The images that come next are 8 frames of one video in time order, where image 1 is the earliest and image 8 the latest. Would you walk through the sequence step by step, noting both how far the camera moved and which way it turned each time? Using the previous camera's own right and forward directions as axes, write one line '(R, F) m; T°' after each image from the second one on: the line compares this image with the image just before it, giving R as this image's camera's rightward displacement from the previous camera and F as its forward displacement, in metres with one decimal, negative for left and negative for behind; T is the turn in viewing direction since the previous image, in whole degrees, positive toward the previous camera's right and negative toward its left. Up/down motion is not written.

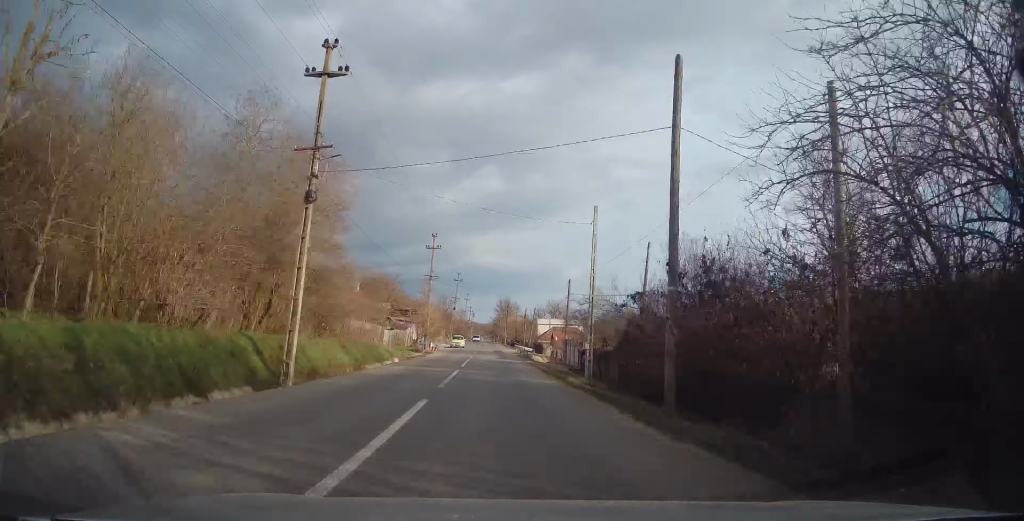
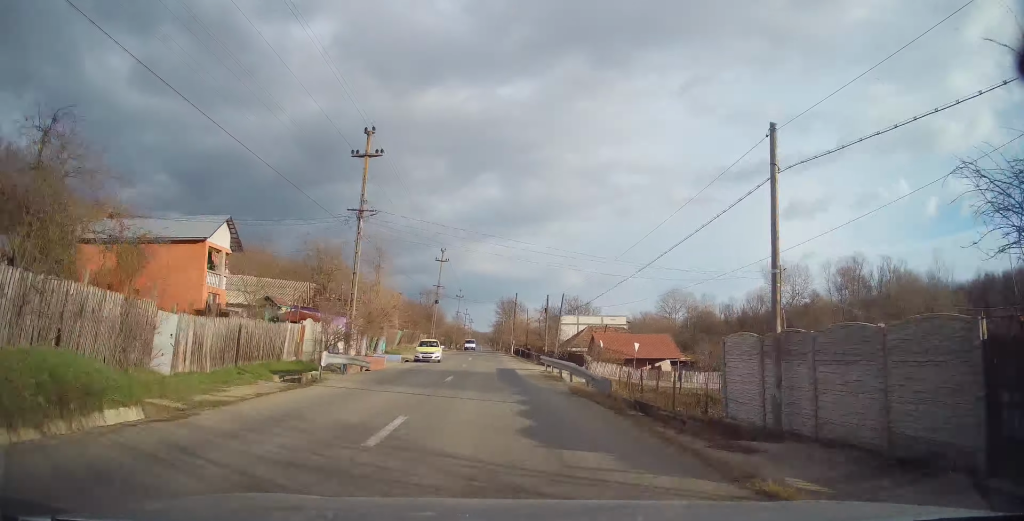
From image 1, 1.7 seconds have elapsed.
(-0.5, +30.2) m; -1°
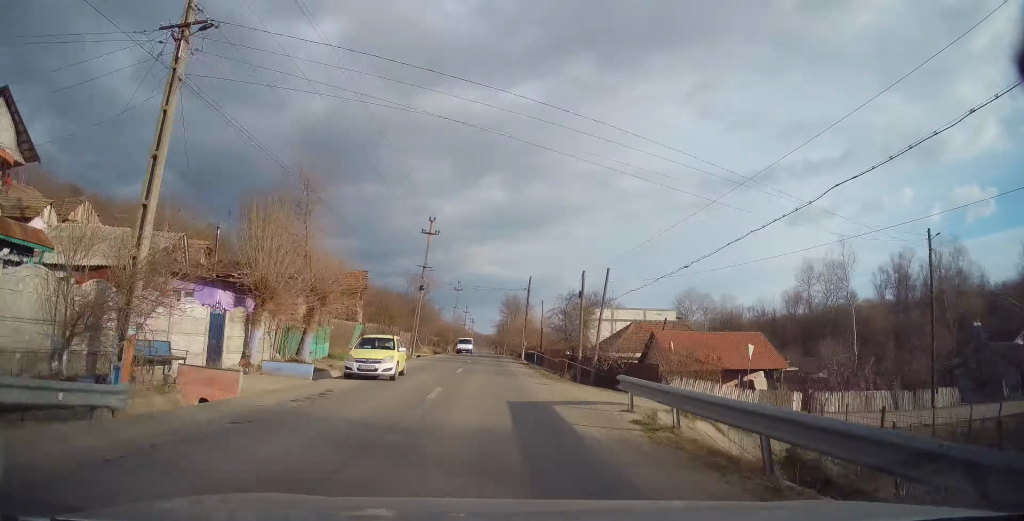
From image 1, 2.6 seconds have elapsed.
(+0.1, +17.4) m; 0°
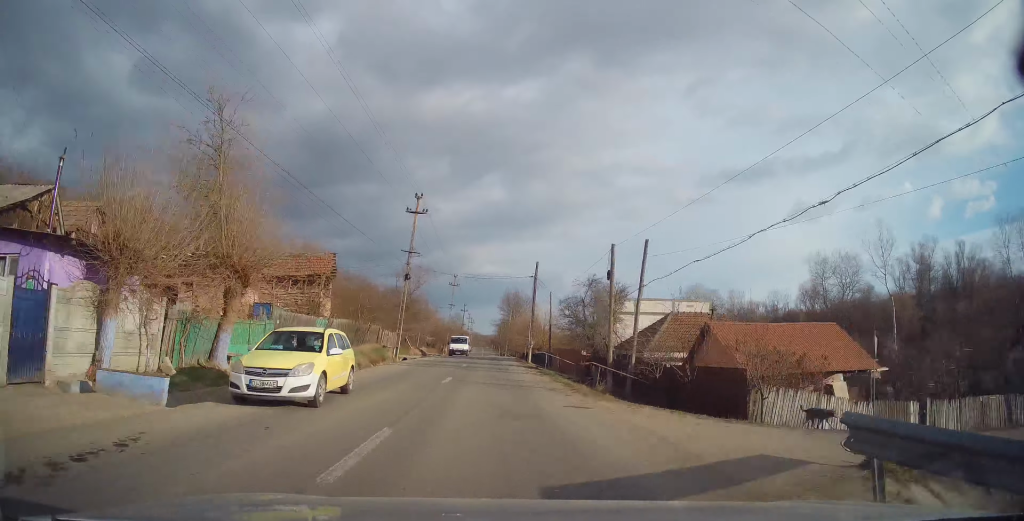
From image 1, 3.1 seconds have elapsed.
(-0.2, +7.6) m; 0°
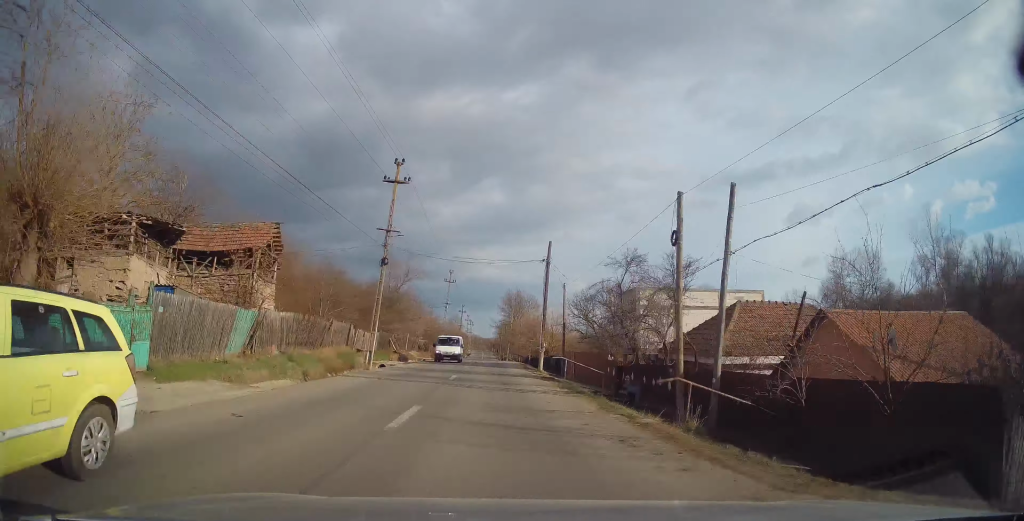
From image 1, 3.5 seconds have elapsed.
(+0.1, +8.5) m; 0°
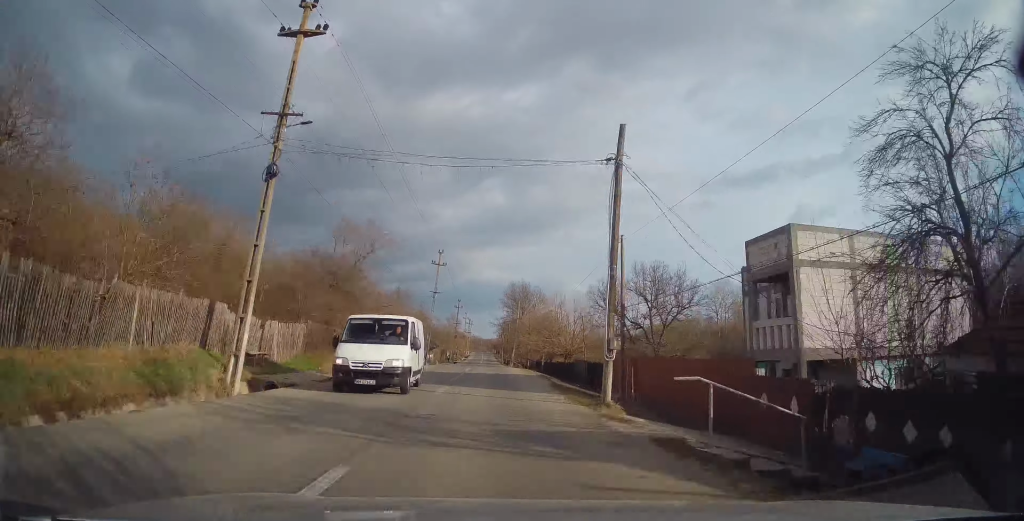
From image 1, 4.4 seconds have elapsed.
(+0.3, +16.7) m; +1°
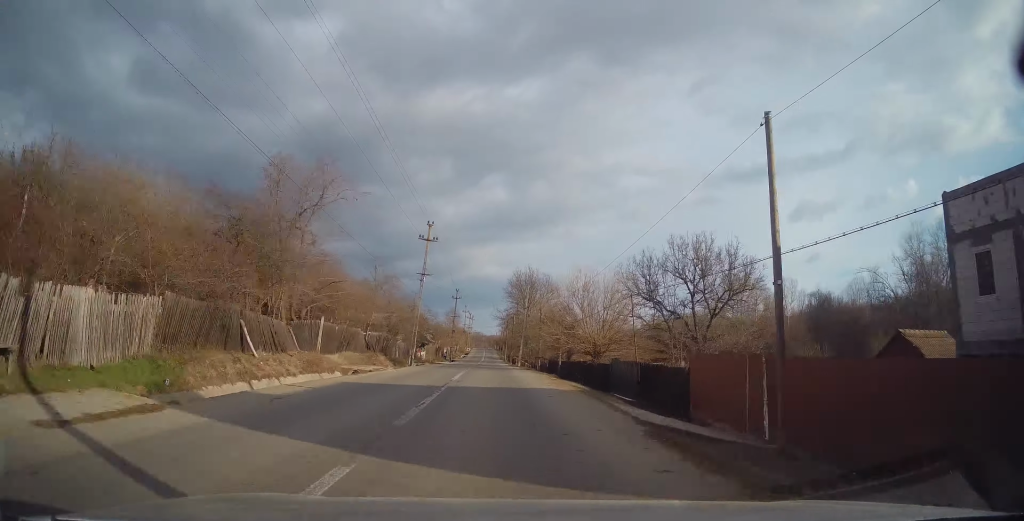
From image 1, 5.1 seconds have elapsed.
(+0.1, +11.5) m; -1°
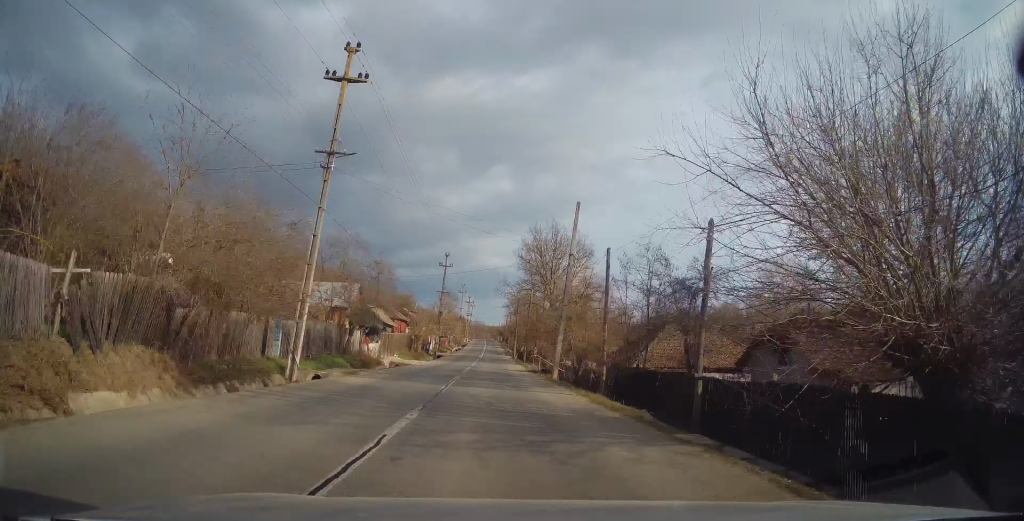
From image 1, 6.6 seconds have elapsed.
(-0.4, +28.6) m; 0°
